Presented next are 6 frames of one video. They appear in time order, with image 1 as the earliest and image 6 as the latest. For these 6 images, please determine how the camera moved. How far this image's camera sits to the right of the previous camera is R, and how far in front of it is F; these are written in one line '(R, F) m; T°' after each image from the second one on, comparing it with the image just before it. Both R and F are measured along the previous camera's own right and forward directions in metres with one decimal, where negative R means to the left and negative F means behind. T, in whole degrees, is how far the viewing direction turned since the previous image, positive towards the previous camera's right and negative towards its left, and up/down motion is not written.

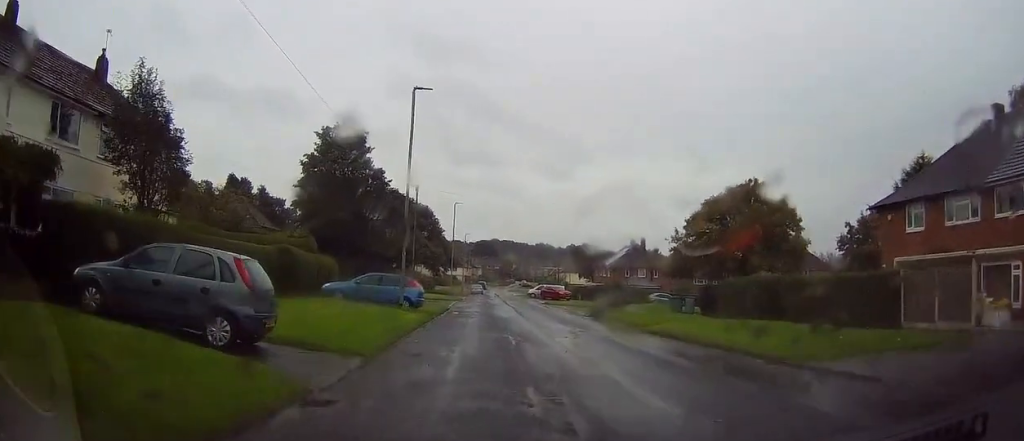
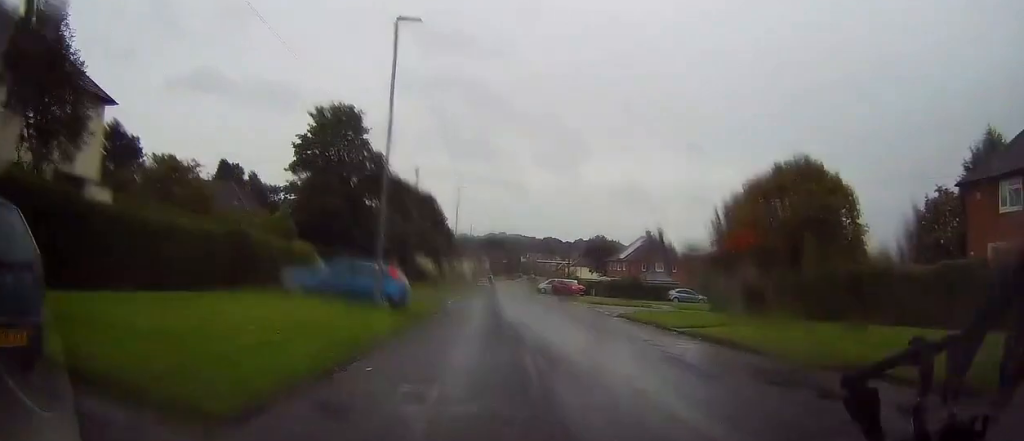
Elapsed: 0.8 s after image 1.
(-0.2, +6.3) m; 0°
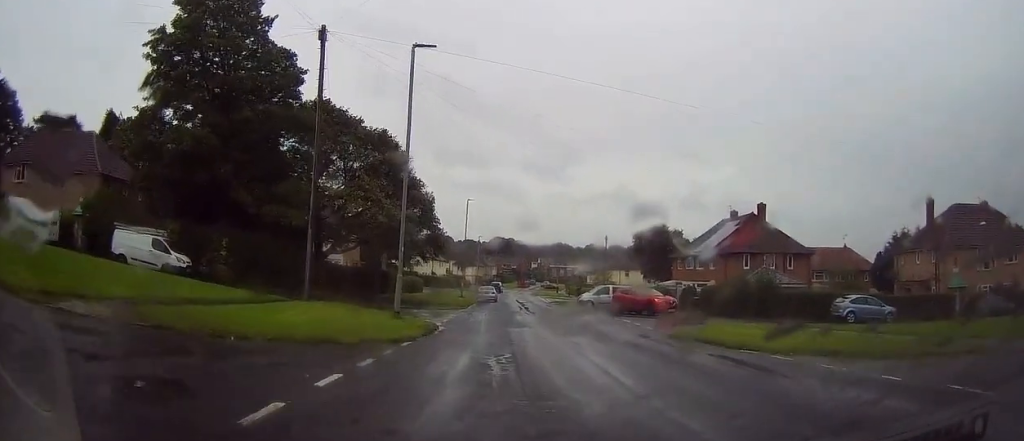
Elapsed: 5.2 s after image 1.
(-0.1, +34.0) m; 0°
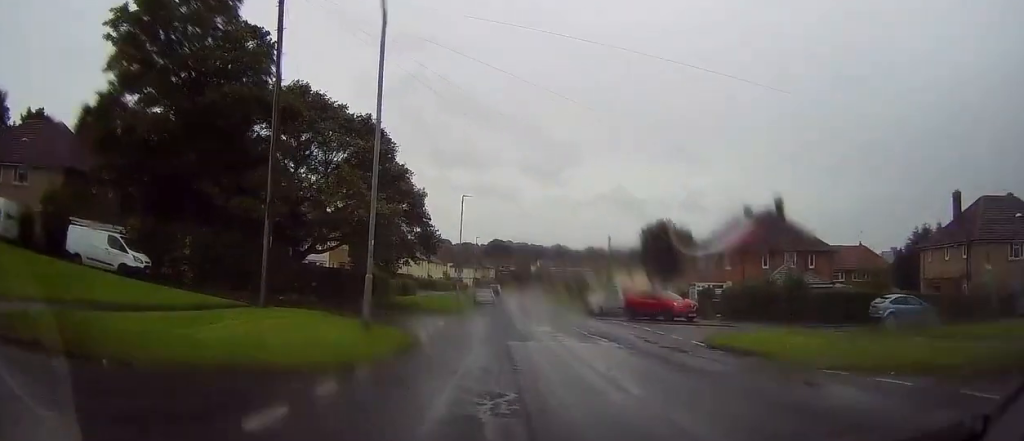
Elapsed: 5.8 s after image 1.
(-0.1, +4.5) m; -1°
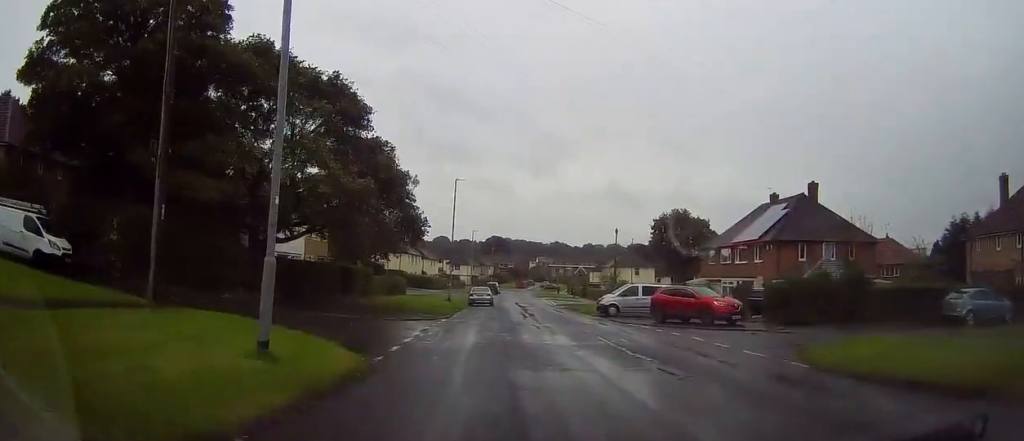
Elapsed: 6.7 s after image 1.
(0.0, +6.8) m; +2°
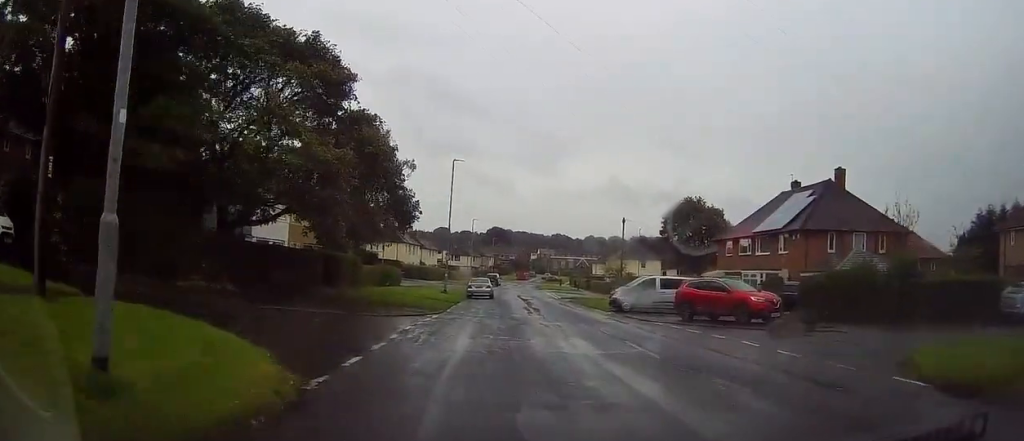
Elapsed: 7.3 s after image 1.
(+0.1, +4.0) m; +1°
